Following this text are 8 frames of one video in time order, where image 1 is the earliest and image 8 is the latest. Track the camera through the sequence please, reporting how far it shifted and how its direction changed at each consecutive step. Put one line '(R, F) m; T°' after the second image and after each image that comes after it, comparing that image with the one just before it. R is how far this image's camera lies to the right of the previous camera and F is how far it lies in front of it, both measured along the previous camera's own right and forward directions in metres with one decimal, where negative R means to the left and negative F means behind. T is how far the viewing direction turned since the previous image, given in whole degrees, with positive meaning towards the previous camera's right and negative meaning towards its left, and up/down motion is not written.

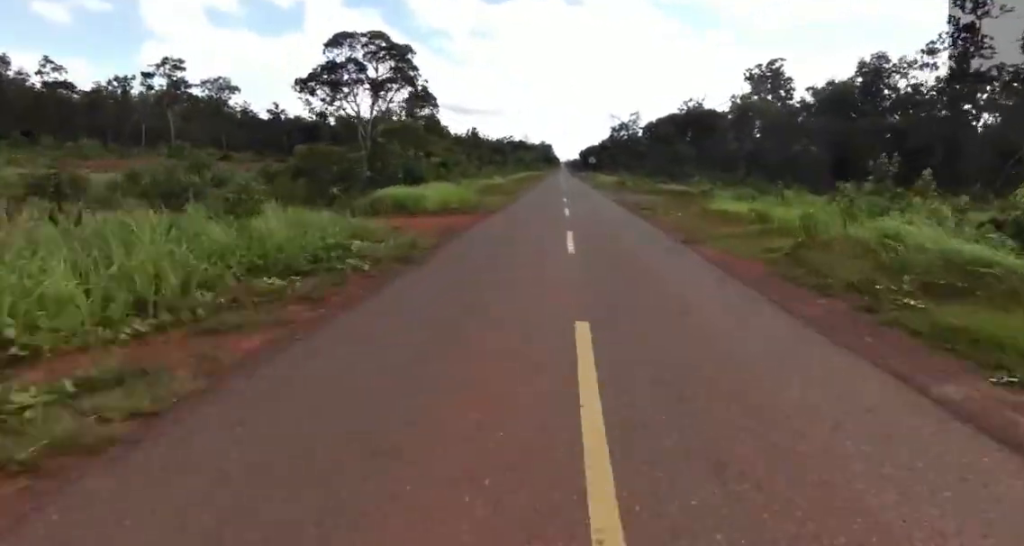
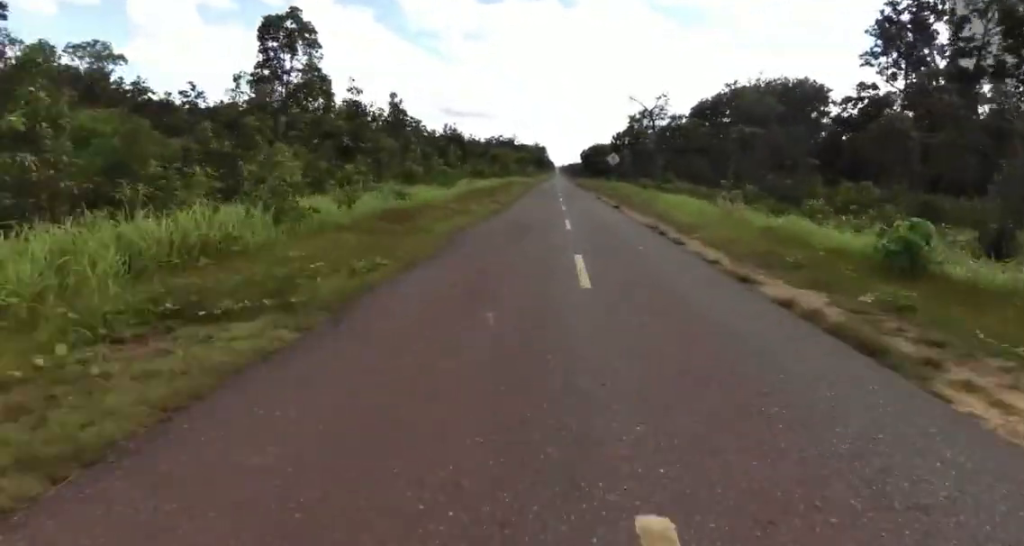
(0.0, +49.8) m; +1°
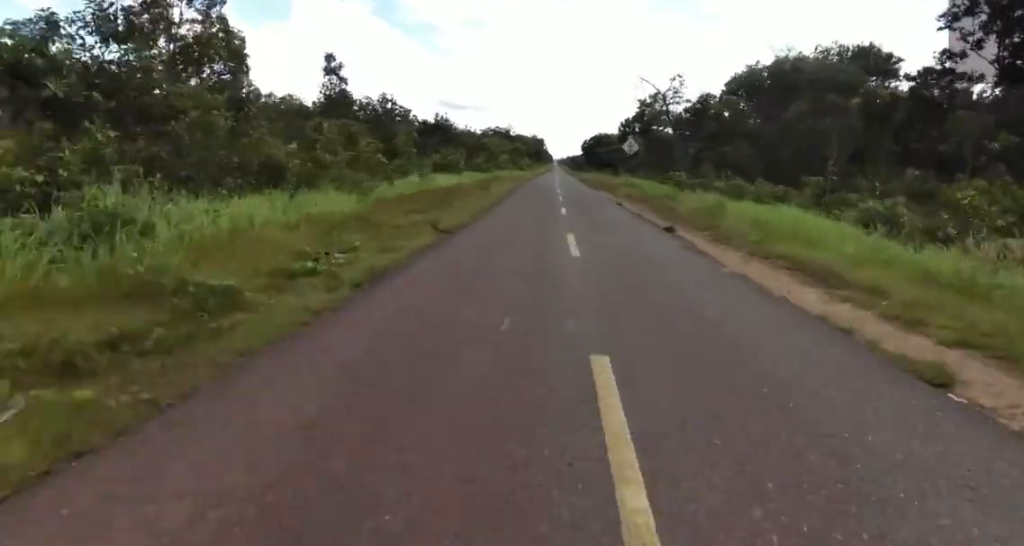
(+0.1, +15.0) m; 0°
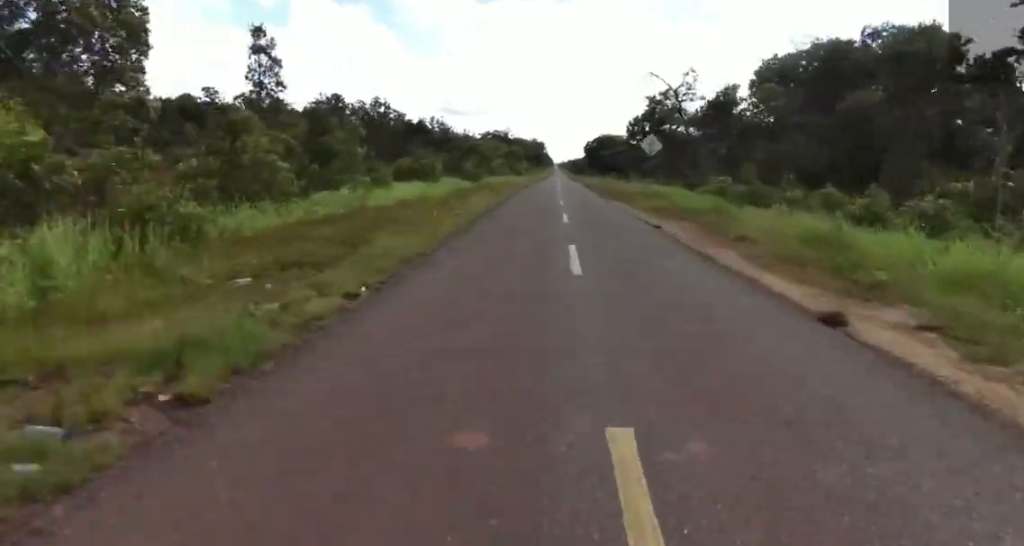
(0.0, +10.4) m; 0°
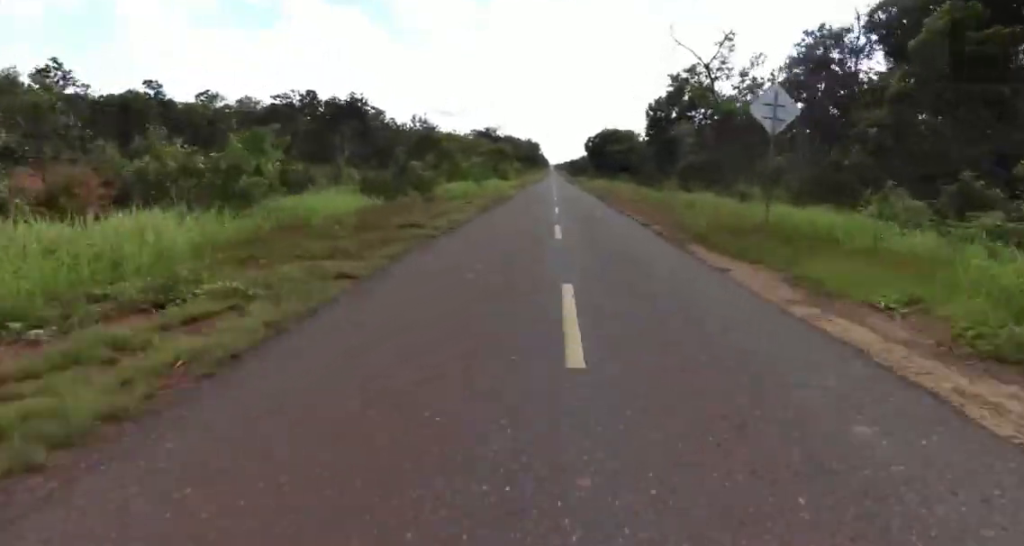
(0.0, +19.9) m; 0°
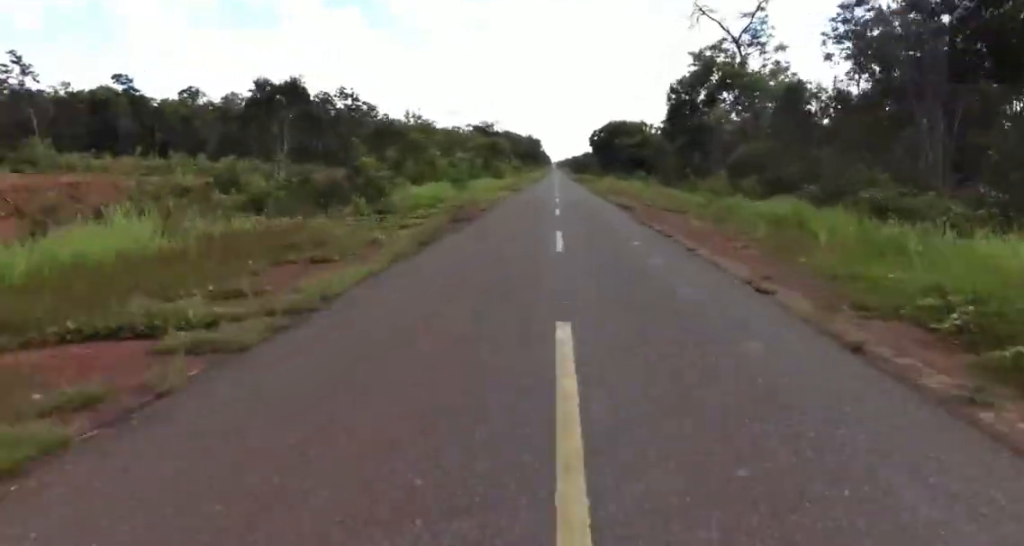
(0.0, +11.1) m; 0°
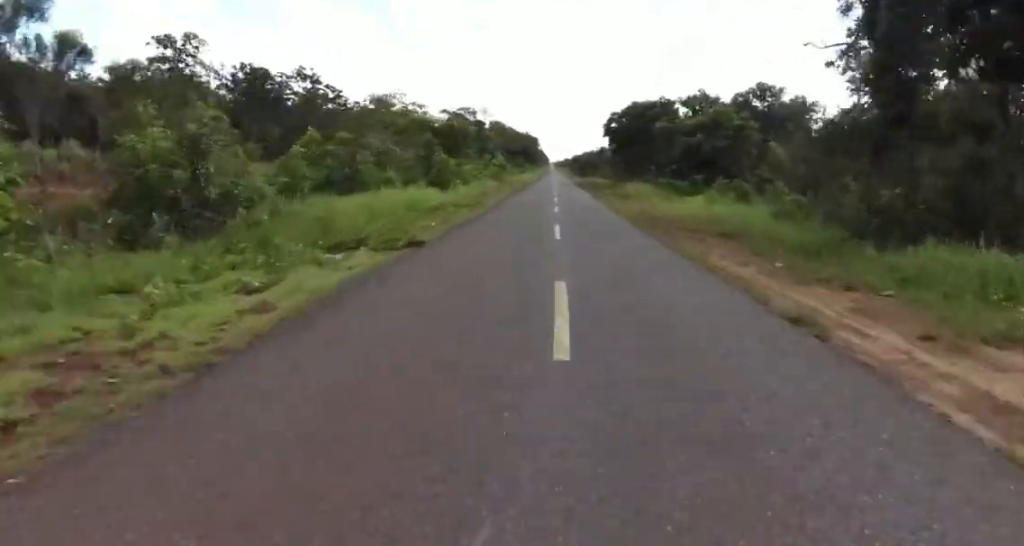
(+0.6, +31.2) m; +2°
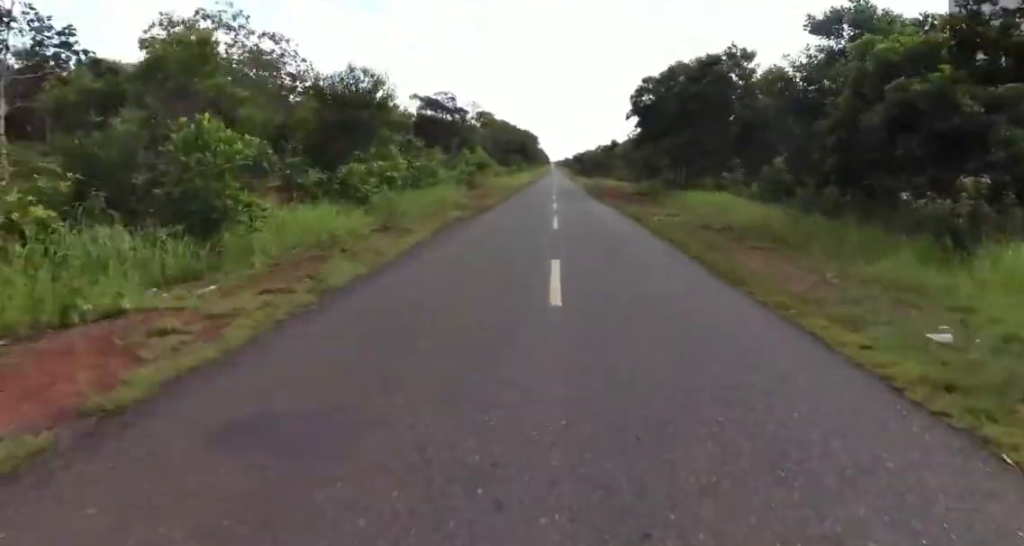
(+0.3, +24.2) m; 0°
